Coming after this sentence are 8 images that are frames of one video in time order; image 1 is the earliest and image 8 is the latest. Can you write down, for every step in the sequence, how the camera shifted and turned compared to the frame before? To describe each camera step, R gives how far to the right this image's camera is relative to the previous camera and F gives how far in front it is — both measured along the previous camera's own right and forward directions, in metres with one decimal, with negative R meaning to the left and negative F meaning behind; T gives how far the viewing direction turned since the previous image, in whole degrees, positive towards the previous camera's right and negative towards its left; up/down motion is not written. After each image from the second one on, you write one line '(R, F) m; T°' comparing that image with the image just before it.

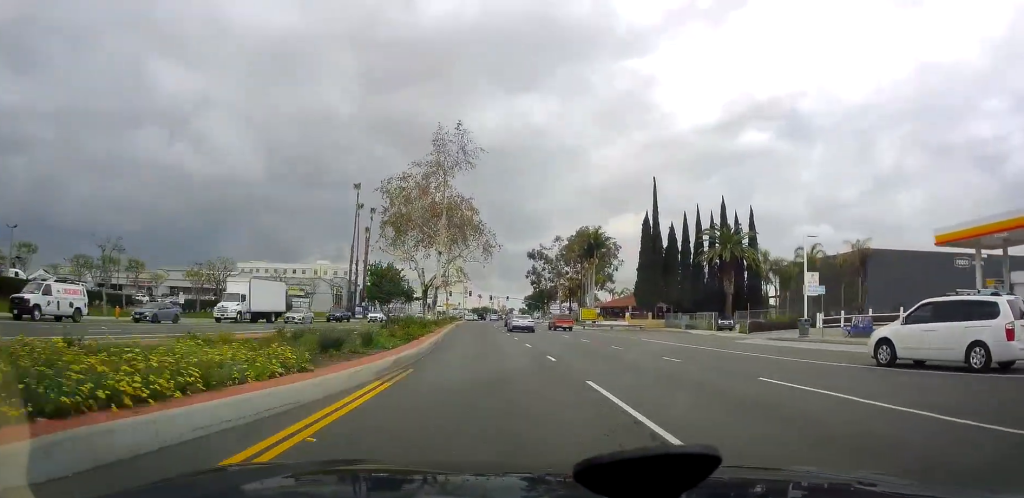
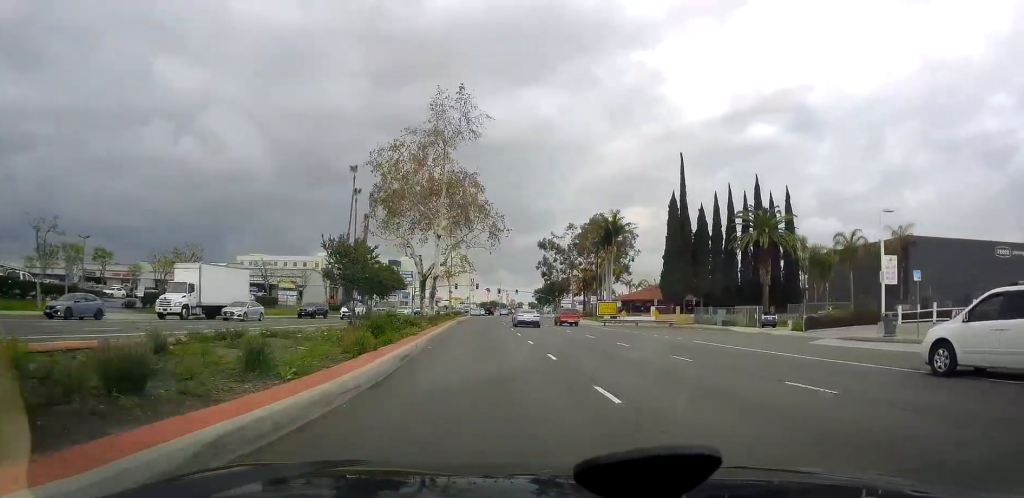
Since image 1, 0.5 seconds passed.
(+0.3, +9.1) m; +1°
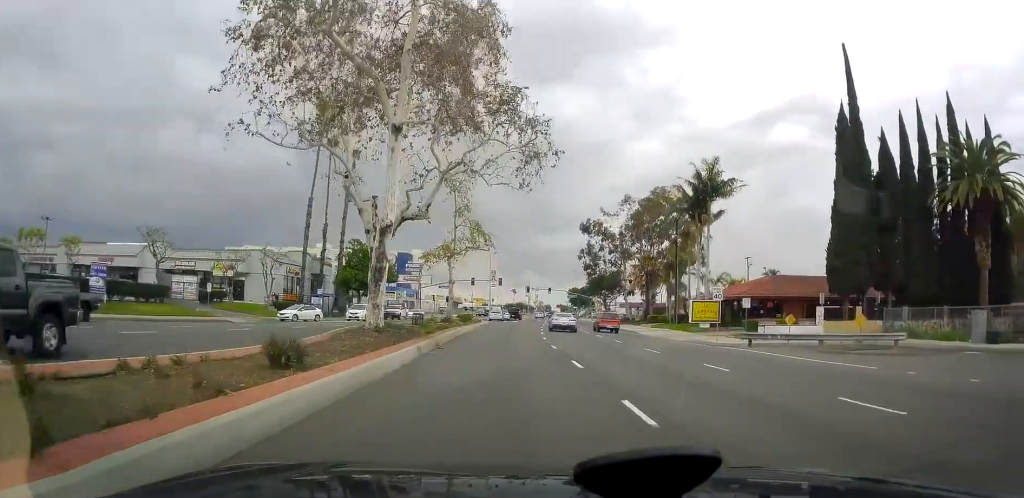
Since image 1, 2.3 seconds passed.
(0.0, +32.9) m; -1°
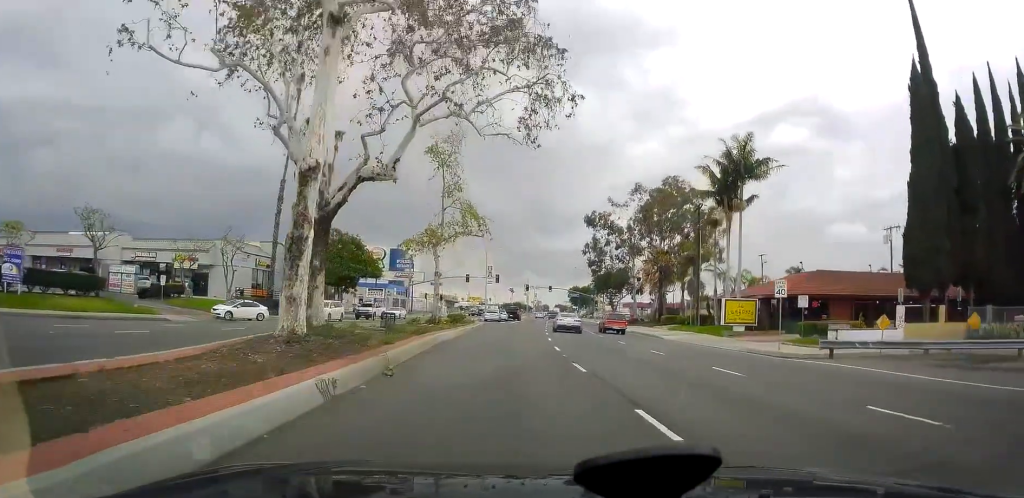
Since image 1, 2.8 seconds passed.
(-0.1, +8.5) m; -1°
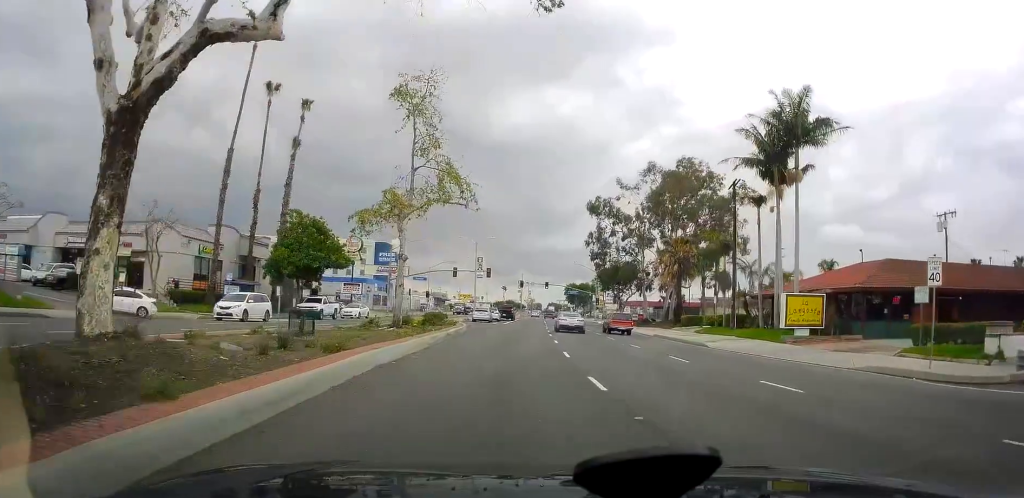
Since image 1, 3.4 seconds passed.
(-0.4, +10.9) m; -2°
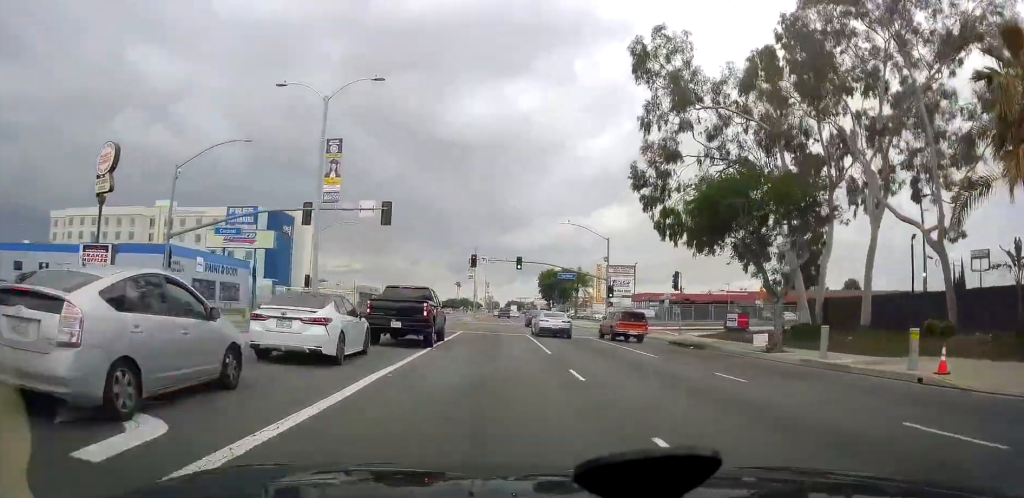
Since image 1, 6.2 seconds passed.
(+2.6, +50.3) m; +7°
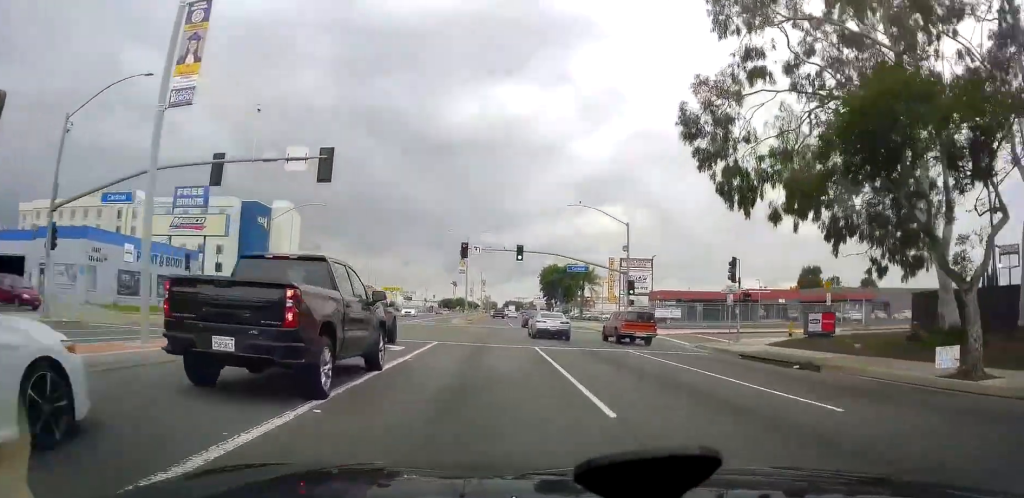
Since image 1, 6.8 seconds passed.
(+0.2, +11.5) m; 0°
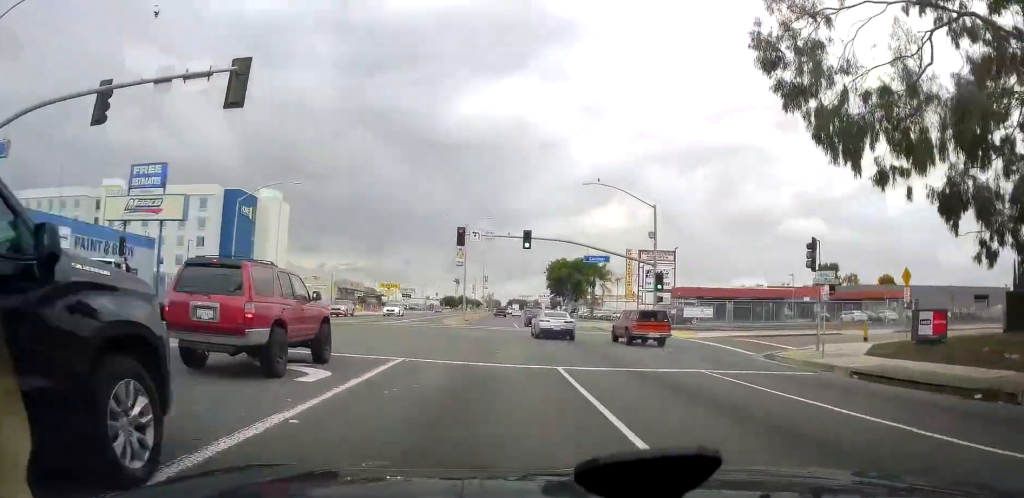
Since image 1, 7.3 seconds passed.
(+0.5, +8.5) m; -1°
